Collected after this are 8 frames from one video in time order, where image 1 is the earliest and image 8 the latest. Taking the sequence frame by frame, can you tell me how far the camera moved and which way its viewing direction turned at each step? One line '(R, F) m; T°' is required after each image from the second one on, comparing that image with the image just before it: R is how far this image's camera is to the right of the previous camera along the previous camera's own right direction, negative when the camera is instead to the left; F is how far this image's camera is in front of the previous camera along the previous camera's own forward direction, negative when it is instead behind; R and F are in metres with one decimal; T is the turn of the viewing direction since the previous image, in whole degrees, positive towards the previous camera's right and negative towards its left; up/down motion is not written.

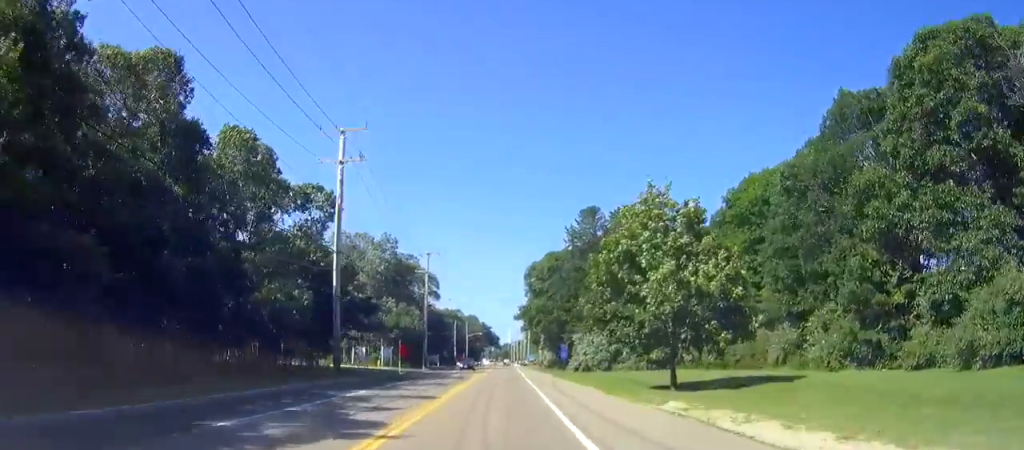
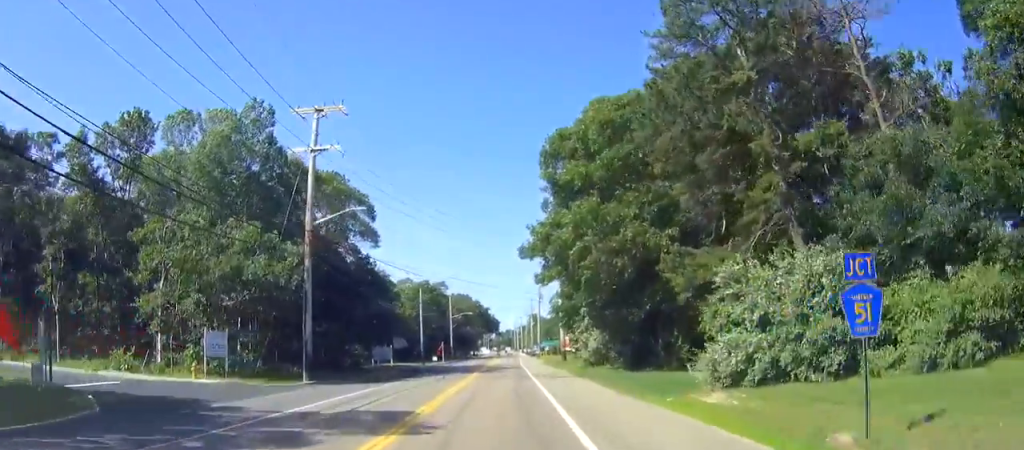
(0.0, +49.9) m; -1°
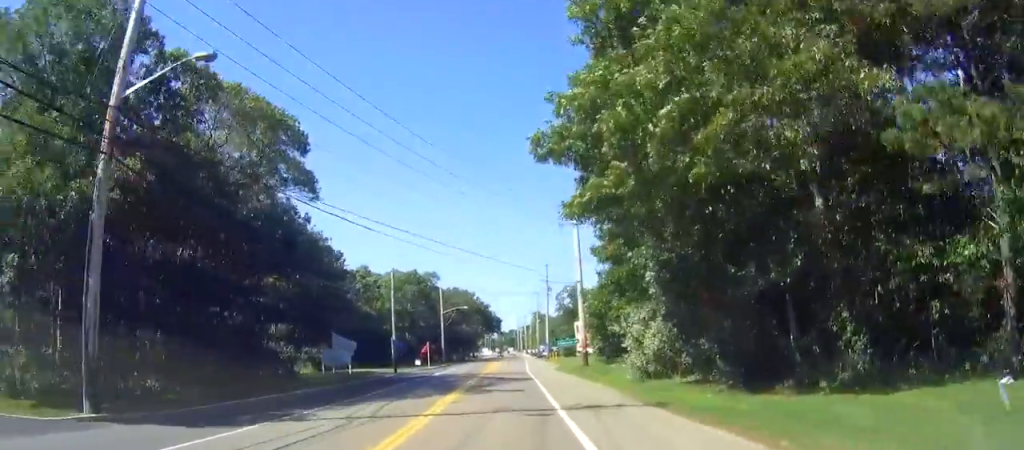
(-0.2, +19.9) m; -1°
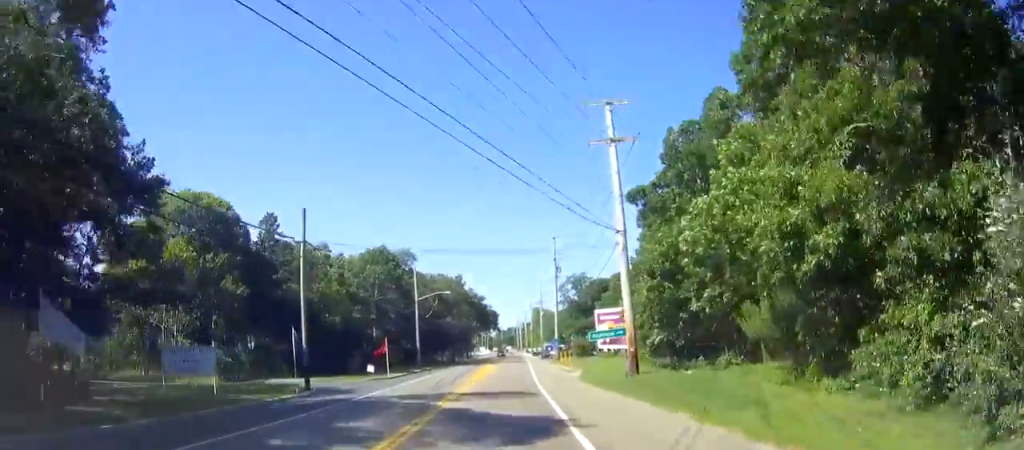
(0.0, +24.6) m; 0°
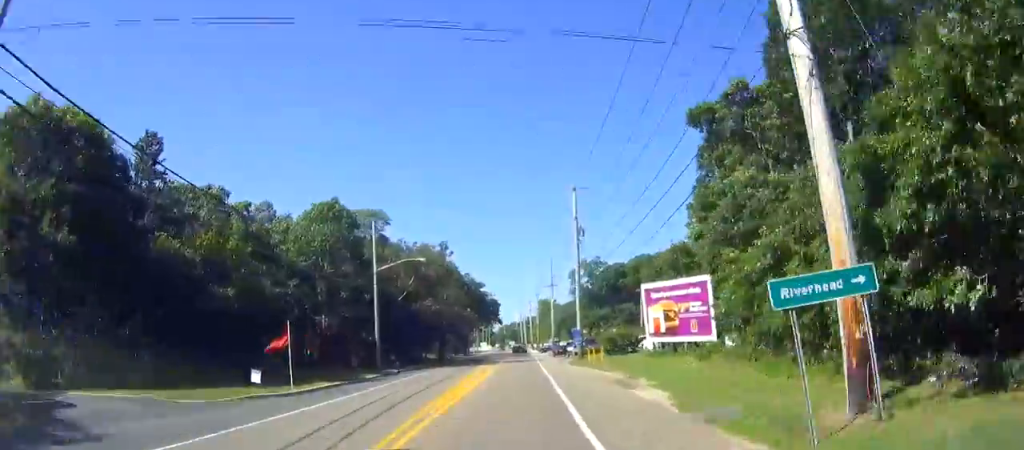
(0.0, +23.8) m; 0°
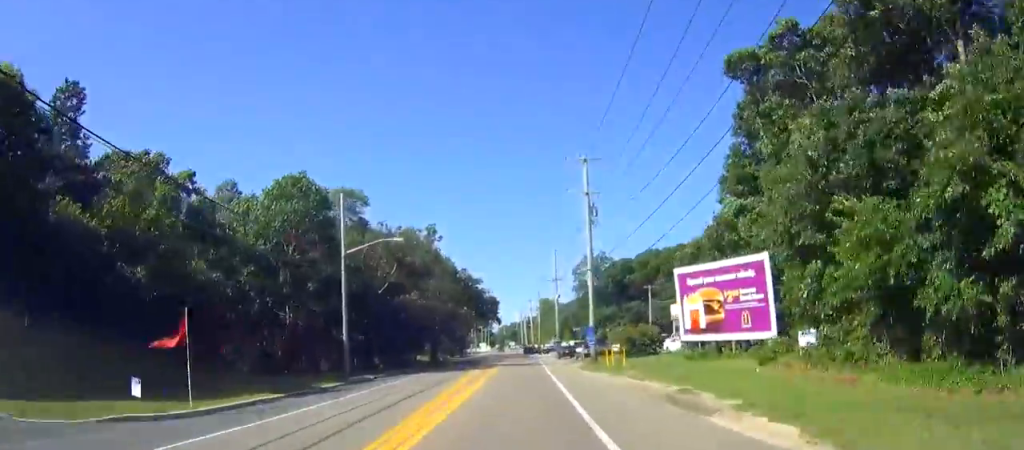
(0.0, +9.1) m; 0°
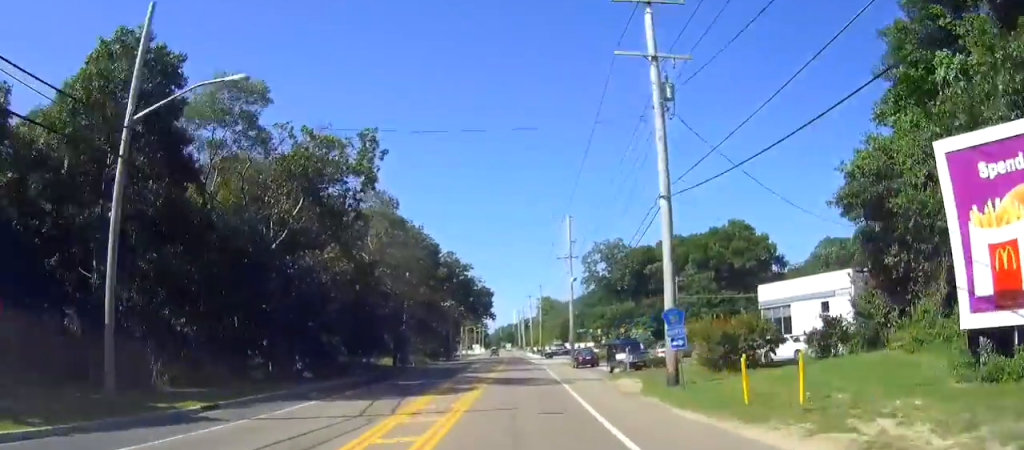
(0.0, +23.6) m; 0°
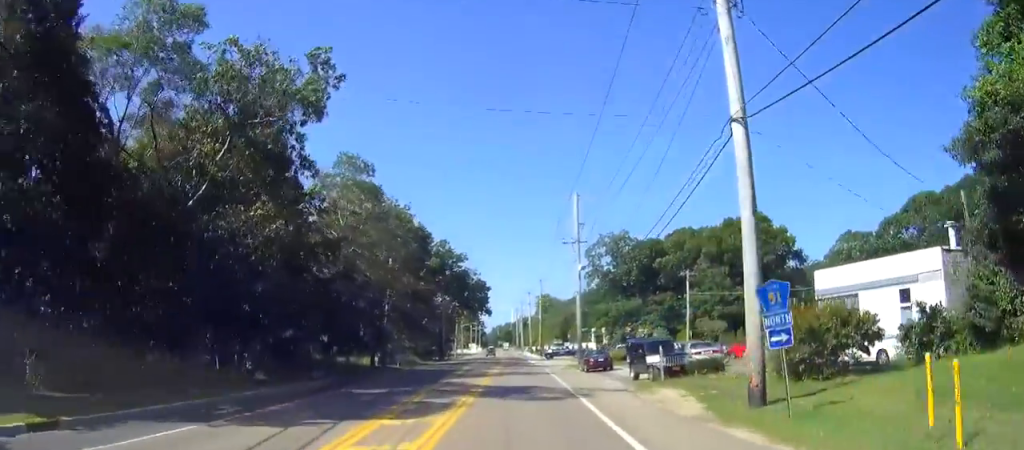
(0.0, +8.3) m; 0°
